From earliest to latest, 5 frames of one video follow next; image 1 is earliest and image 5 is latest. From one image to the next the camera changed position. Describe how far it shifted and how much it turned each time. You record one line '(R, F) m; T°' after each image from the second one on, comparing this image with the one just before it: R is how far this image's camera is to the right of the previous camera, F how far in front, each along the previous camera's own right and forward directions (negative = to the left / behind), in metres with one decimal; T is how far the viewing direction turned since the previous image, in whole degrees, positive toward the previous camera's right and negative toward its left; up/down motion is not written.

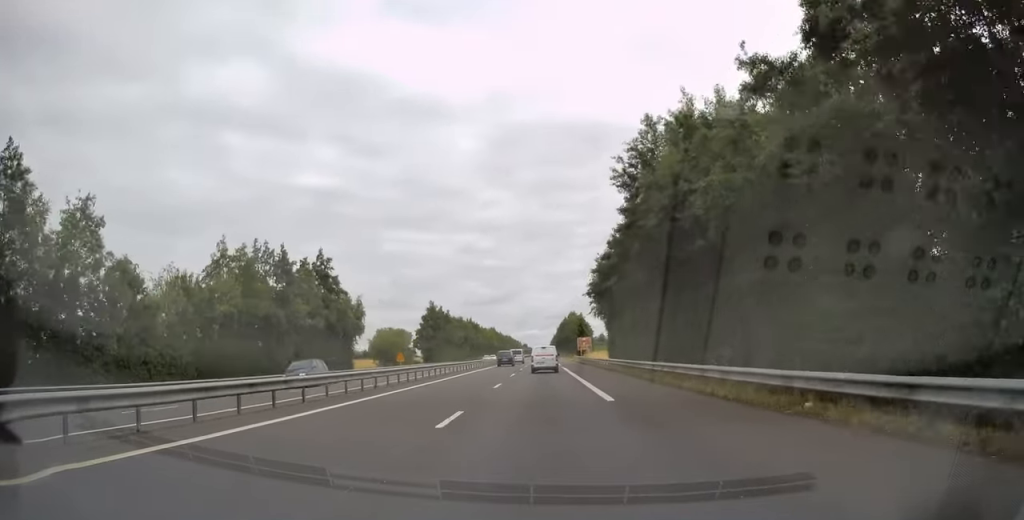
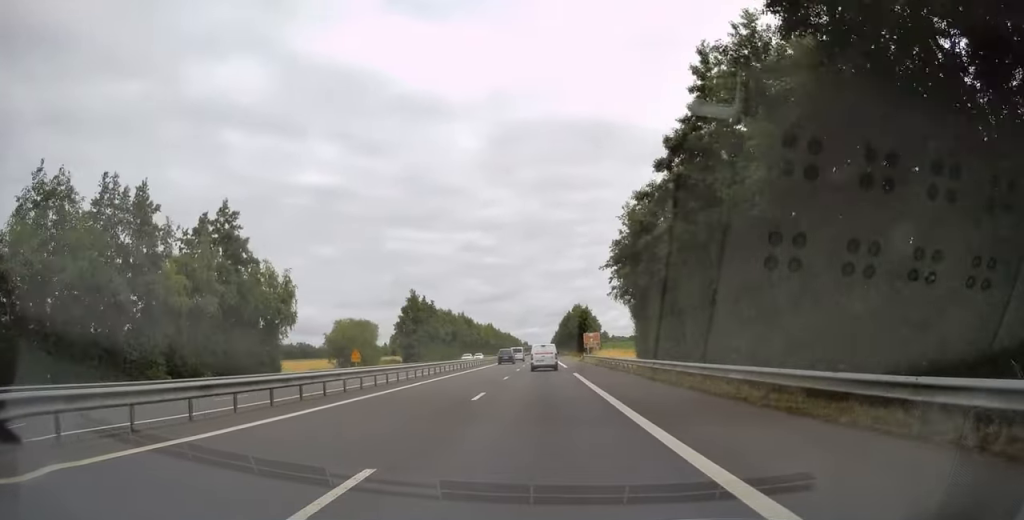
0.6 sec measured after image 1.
(0.0, +20.1) m; 0°
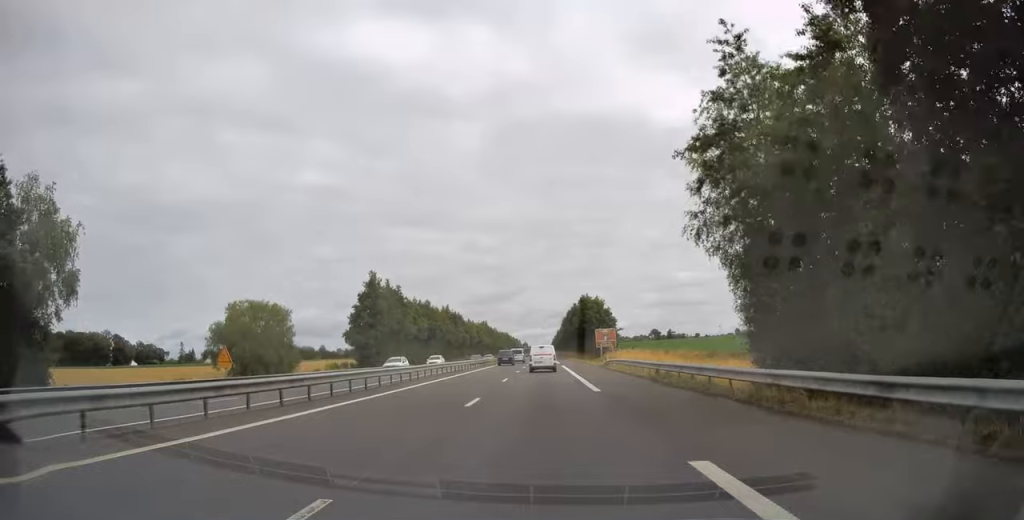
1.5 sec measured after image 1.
(0.0, +27.4) m; 0°
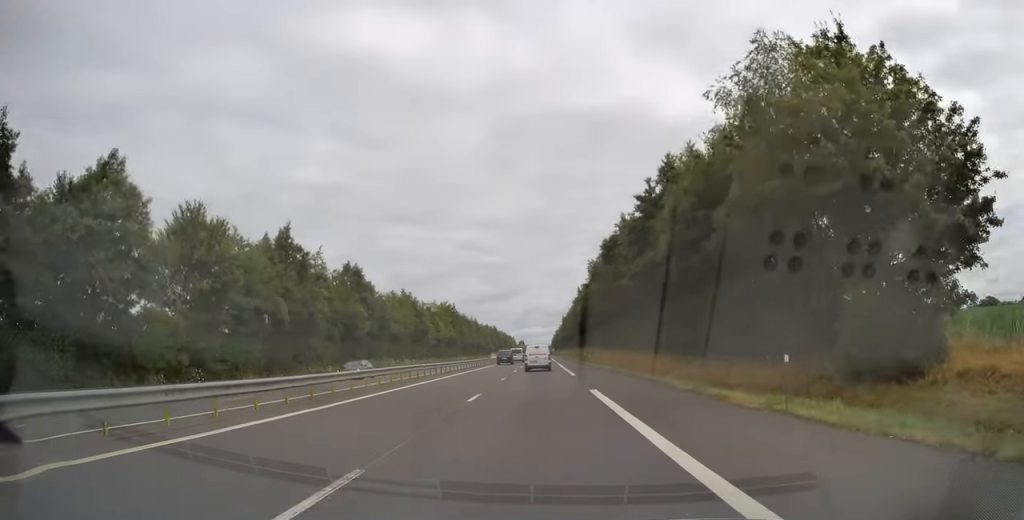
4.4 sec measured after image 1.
(+0.1, +89.2) m; 0°
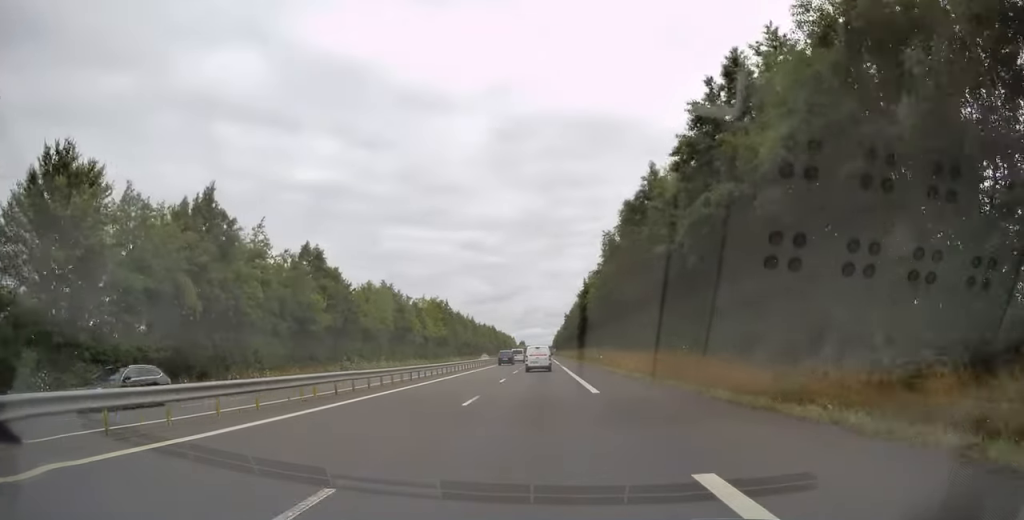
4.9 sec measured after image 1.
(0.0, +13.9) m; 0°
